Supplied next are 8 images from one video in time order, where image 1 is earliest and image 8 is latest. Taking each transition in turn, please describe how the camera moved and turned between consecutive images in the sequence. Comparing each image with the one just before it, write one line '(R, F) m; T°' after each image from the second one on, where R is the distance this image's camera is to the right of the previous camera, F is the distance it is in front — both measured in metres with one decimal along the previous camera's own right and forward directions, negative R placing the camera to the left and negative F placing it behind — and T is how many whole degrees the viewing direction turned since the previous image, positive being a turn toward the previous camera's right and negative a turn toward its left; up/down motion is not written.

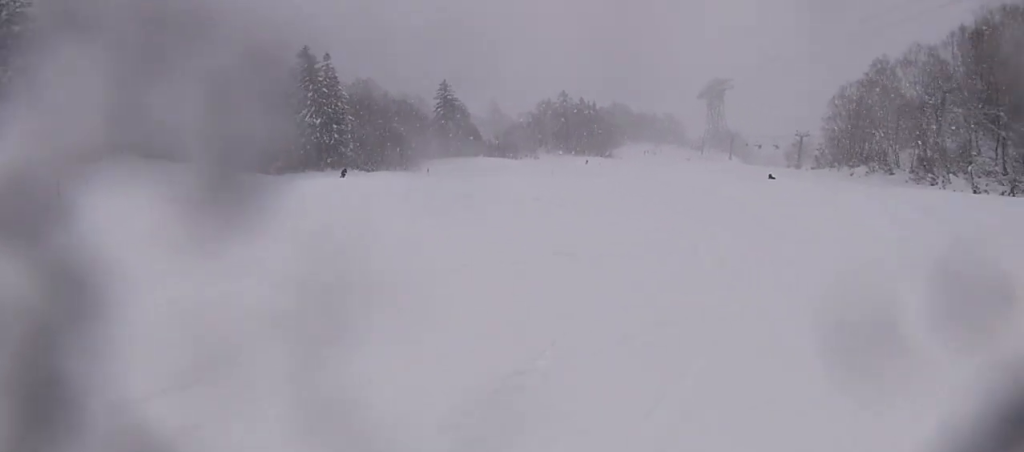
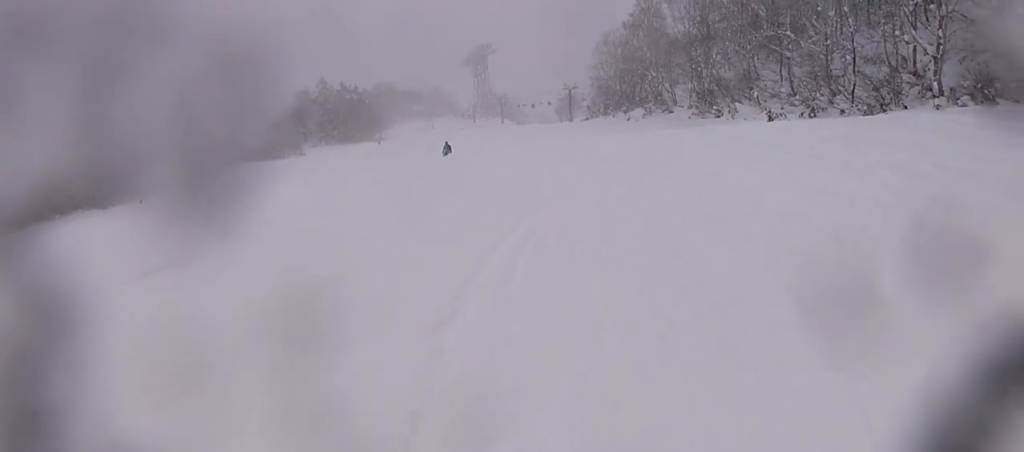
(+0.7, +6.6) m; +9°
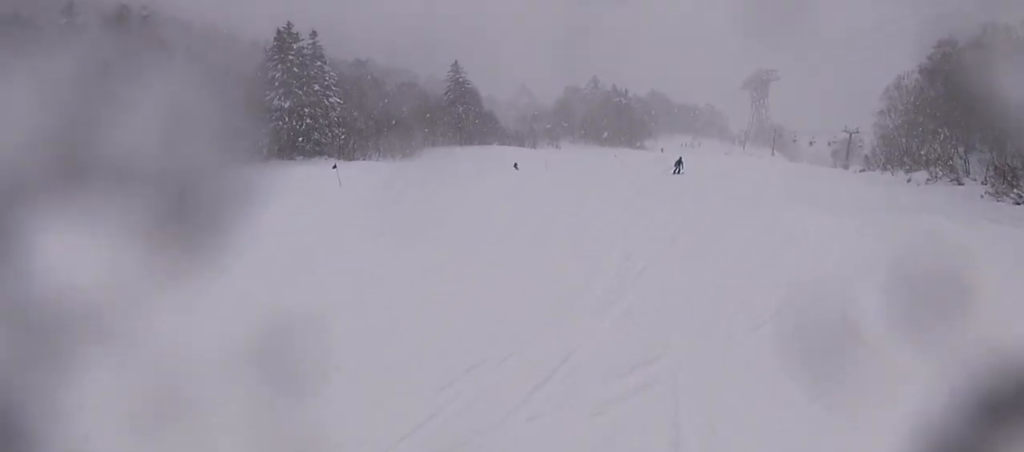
(-0.3, +6.3) m; -14°
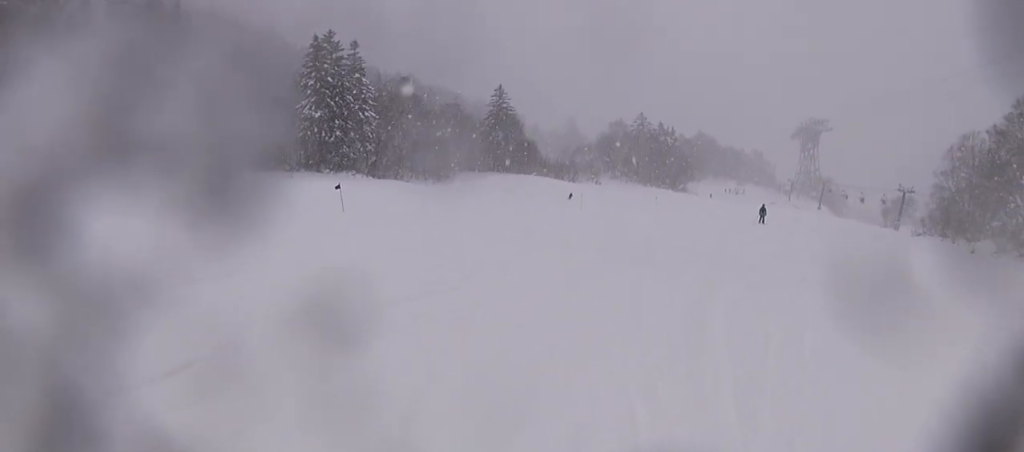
(-0.9, +4.9) m; +3°
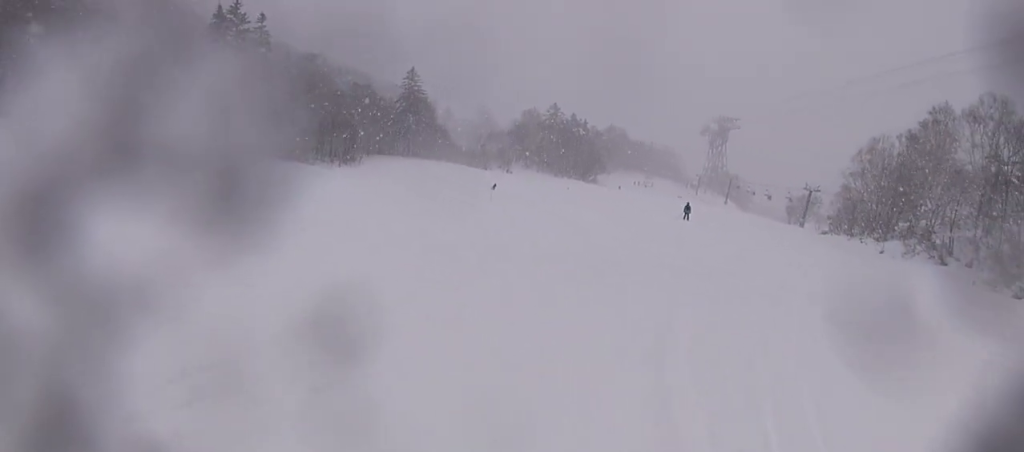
(+0.4, +2.3) m; +10°
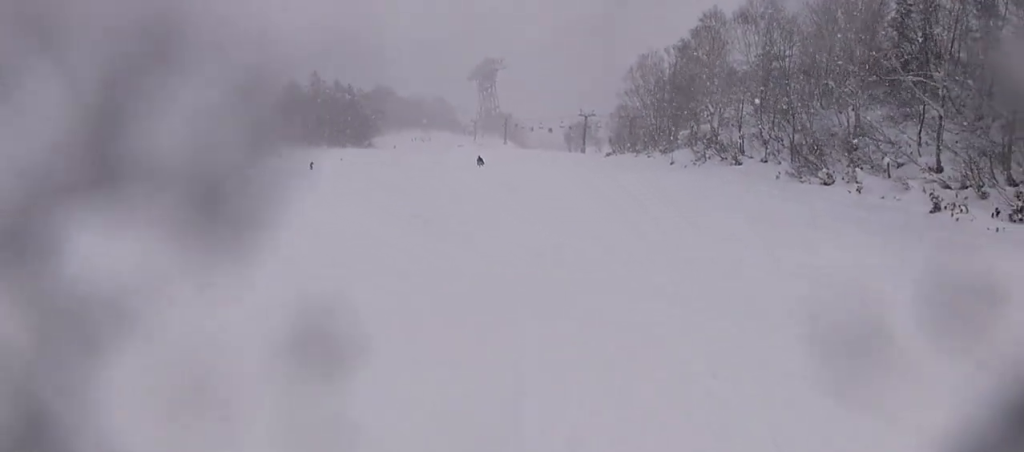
(+0.9, +4.9) m; +6°
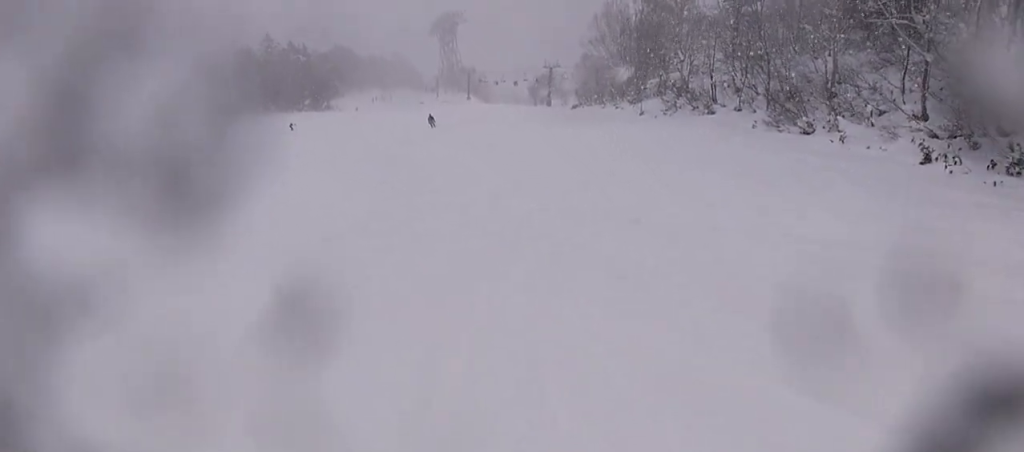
(+0.2, +2.5) m; -4°
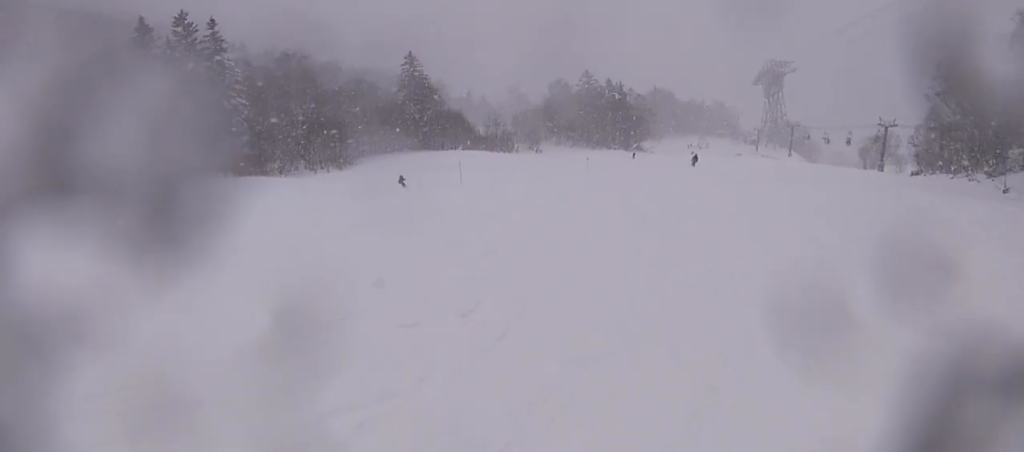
(-3.5, +8.9) m; -34°
